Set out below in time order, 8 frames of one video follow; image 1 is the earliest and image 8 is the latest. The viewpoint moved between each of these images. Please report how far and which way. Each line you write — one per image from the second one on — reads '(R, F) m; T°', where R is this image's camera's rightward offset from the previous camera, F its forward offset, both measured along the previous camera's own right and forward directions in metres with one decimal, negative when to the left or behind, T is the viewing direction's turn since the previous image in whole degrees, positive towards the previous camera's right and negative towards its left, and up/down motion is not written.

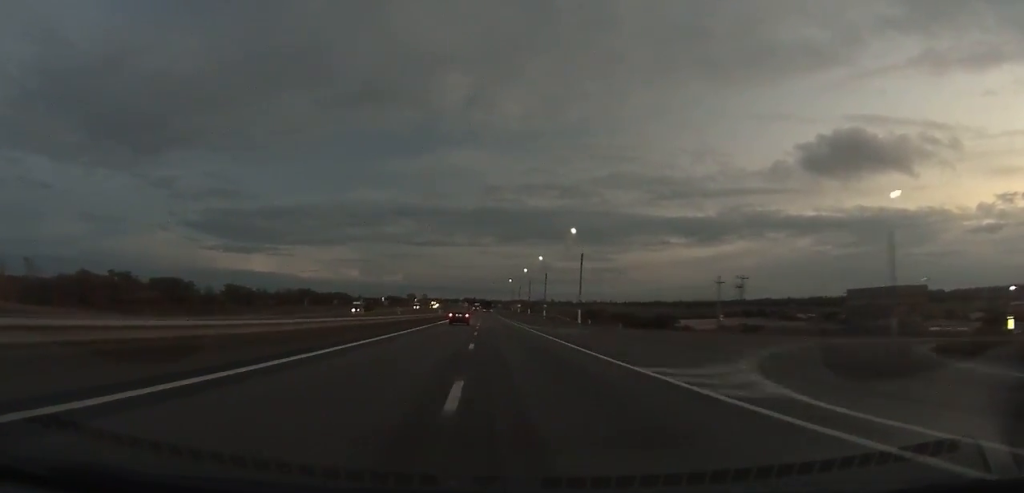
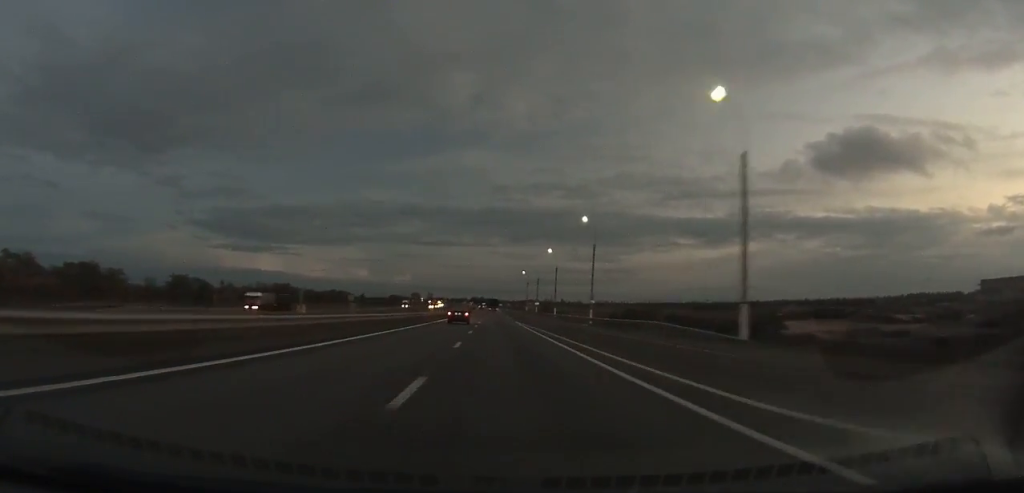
(+0.2, +47.1) m; 0°
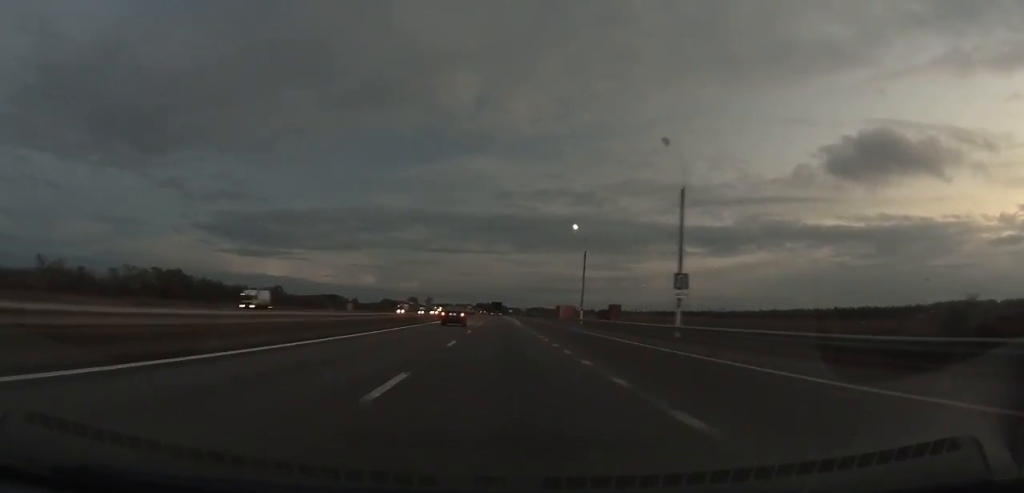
(-0.2, +106.6) m; -1°
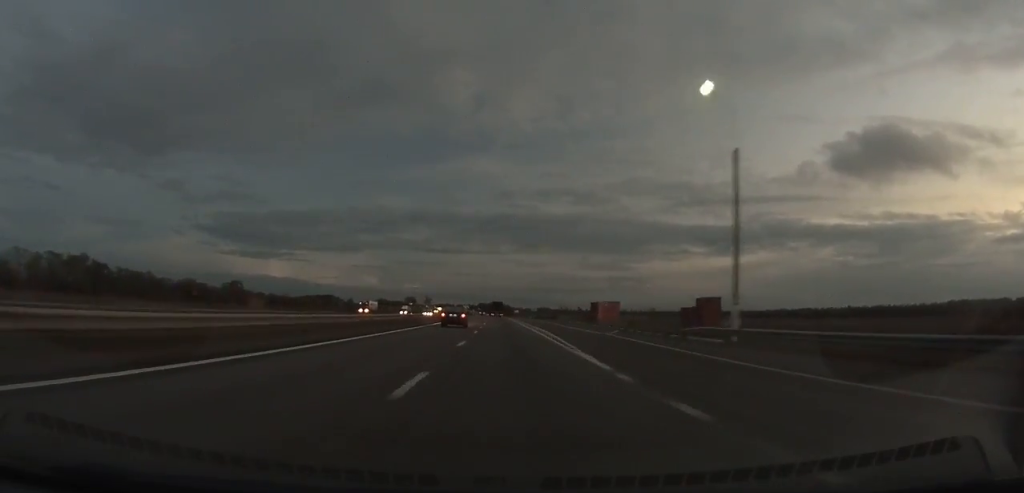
(-0.2, +47.7) m; 0°
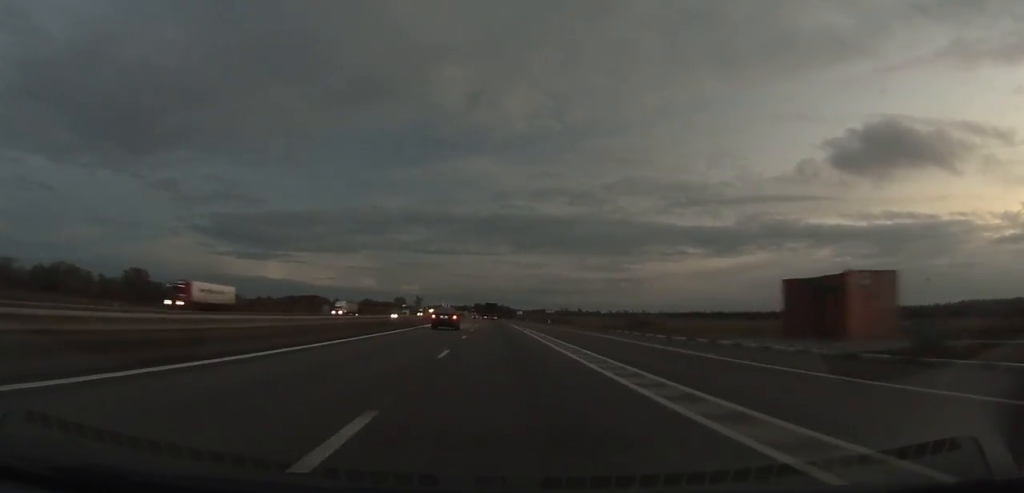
(-0.3, +65.8) m; 0°
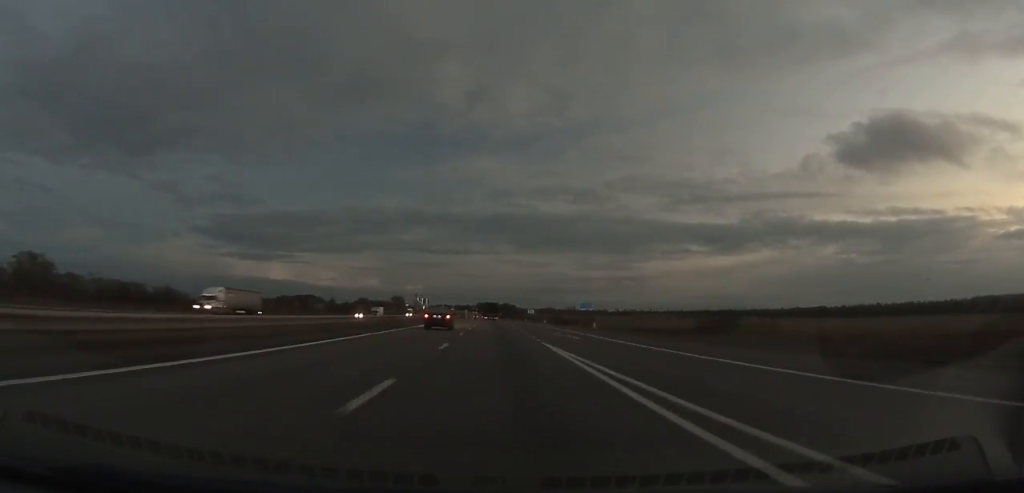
(0.0, +45.2) m; 0°
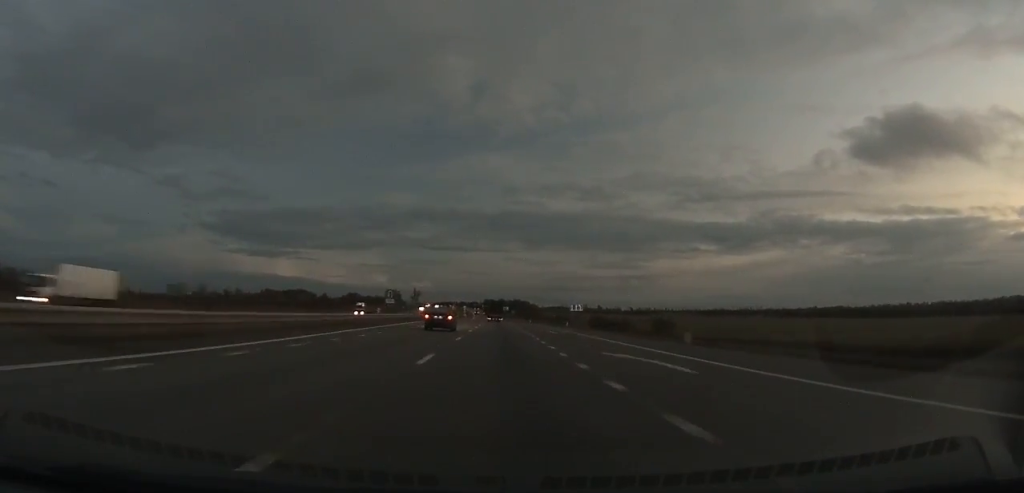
(-0.3, +81.7) m; -1°
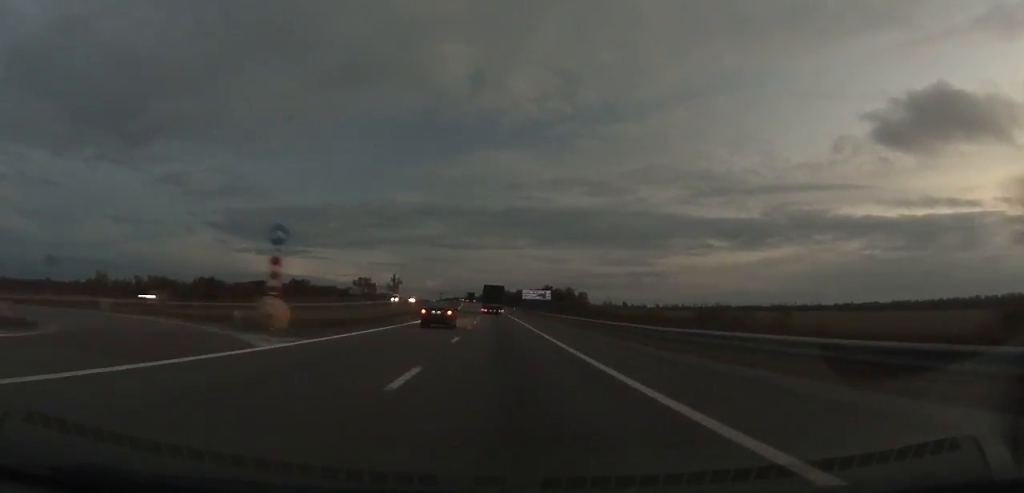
(-2.6, +175.6) m; -2°
